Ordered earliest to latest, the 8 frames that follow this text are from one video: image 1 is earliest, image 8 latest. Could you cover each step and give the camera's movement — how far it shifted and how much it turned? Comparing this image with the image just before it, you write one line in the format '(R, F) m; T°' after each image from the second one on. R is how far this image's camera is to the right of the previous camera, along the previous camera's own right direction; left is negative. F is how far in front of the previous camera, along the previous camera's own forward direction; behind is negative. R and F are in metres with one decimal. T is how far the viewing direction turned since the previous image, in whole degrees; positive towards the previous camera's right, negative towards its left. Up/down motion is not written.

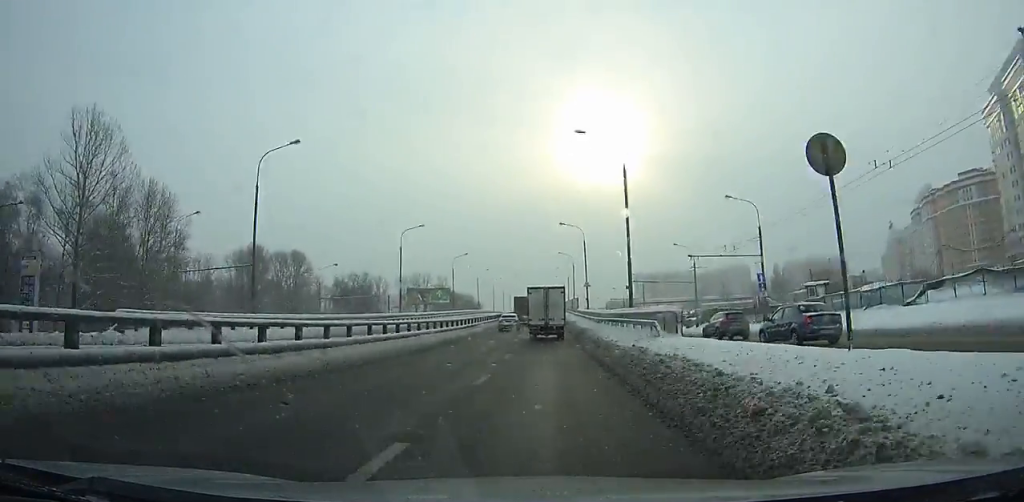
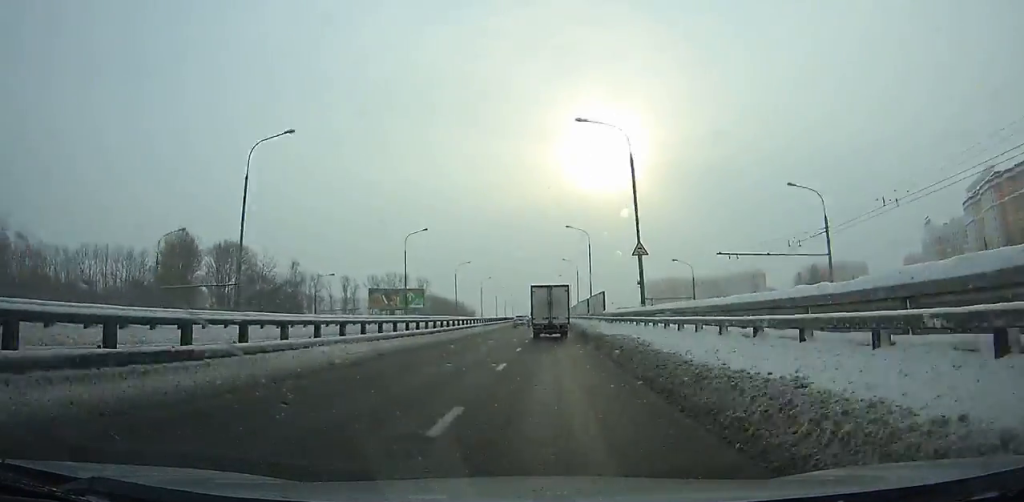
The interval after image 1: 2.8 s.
(0.0, +37.4) m; 0°
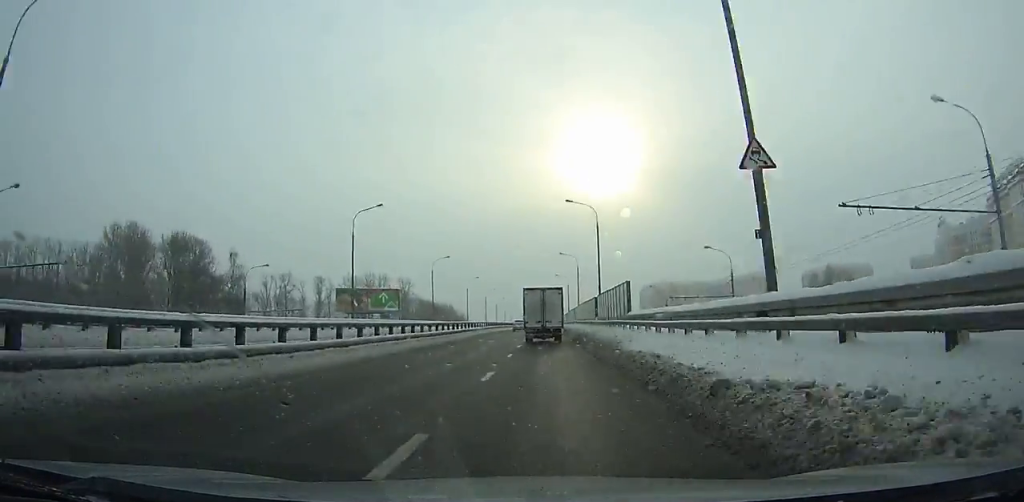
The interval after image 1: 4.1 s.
(+0.1, +17.4) m; 0°
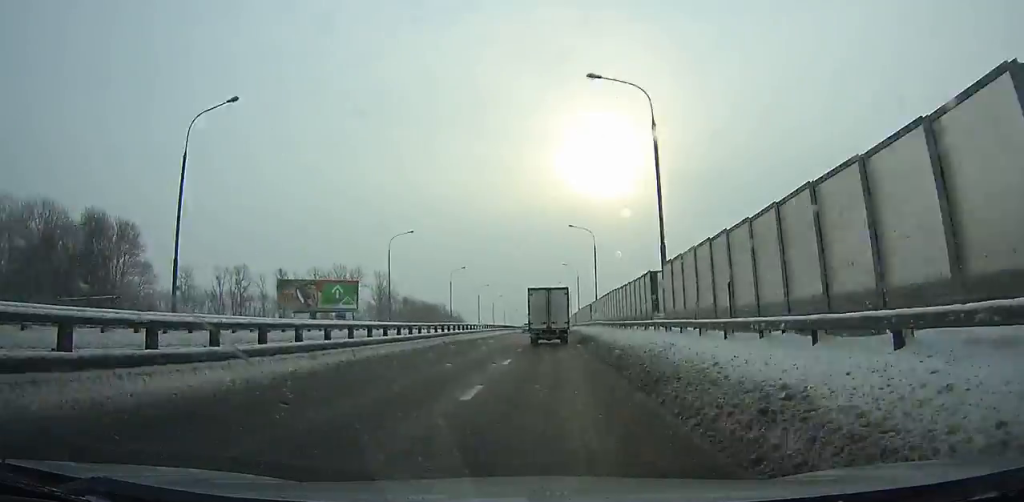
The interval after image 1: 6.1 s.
(+0.1, +26.6) m; 0°
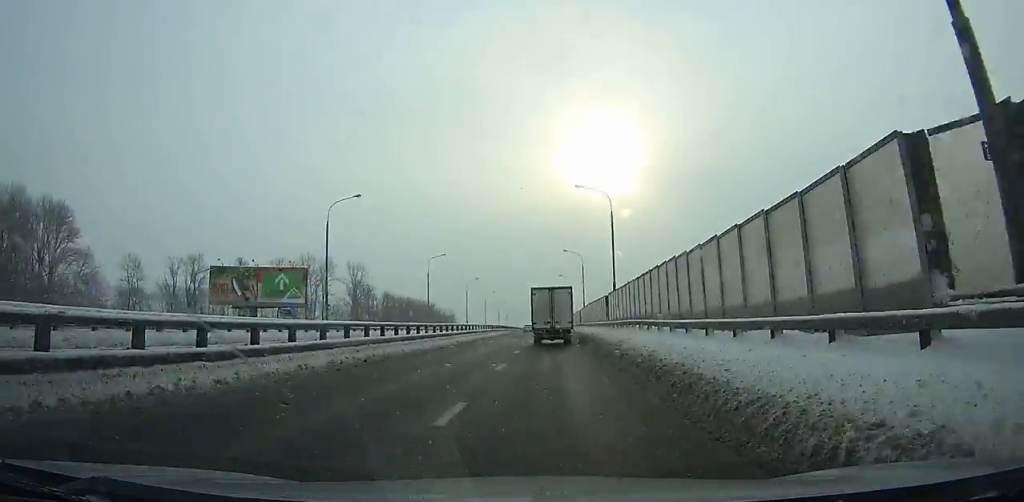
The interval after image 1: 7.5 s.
(+0.1, +18.5) m; 0°
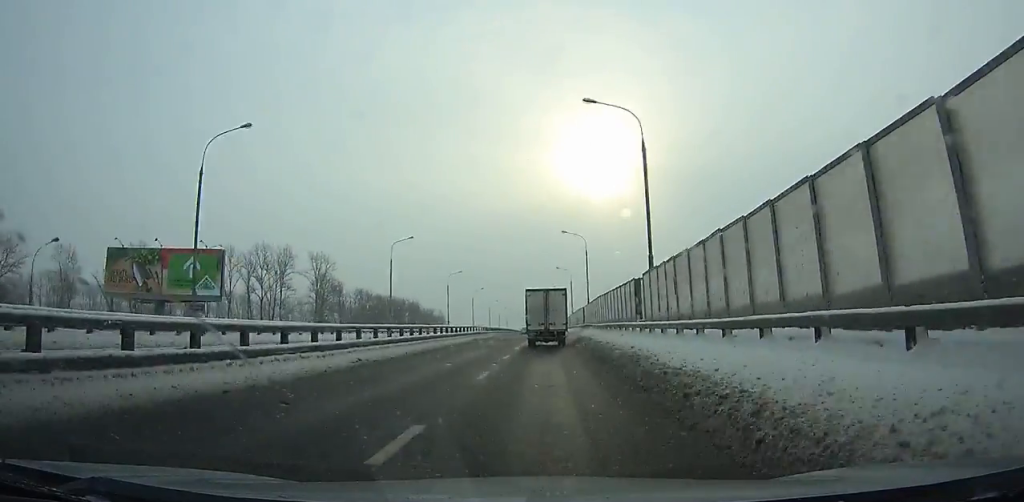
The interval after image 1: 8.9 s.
(0.0, +18.1) m; 0°
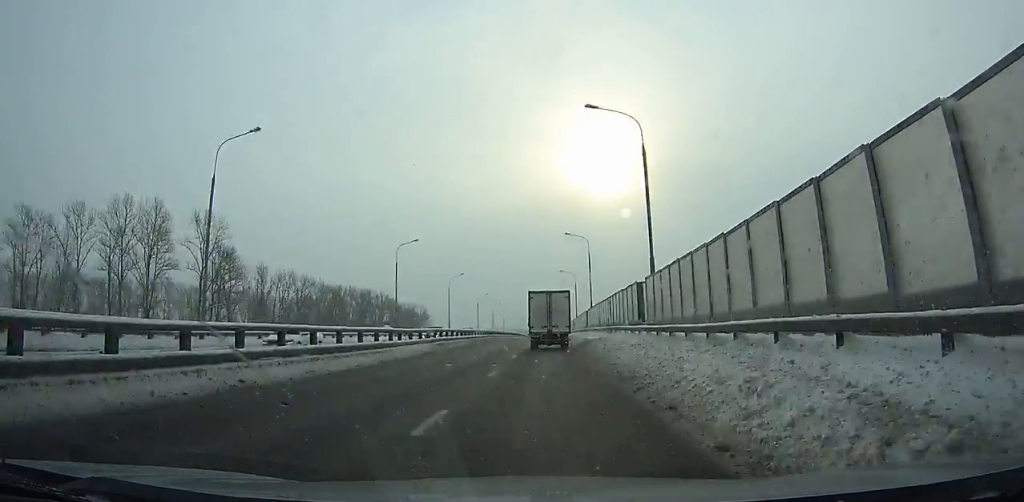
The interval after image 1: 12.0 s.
(-0.1, +39.5) m; 0°
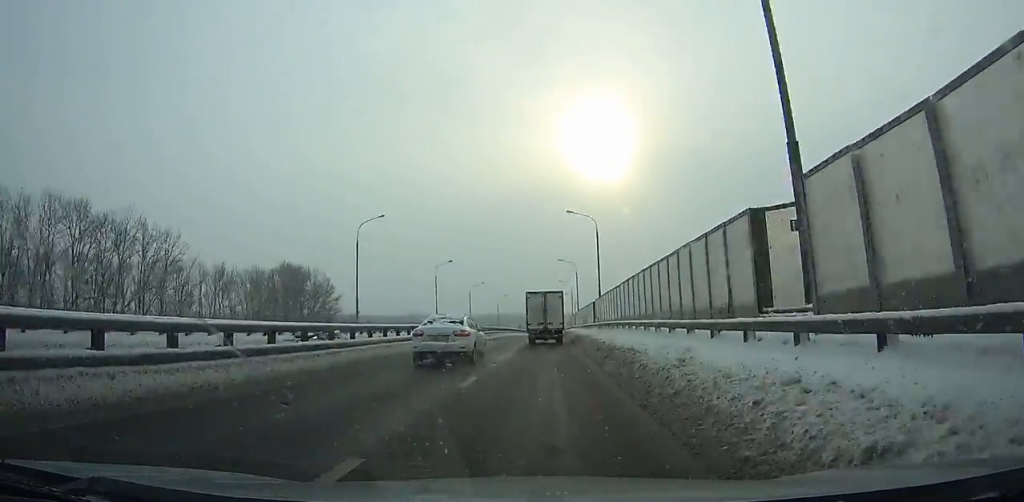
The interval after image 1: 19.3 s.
(-0.4, +91.9) m; -1°
